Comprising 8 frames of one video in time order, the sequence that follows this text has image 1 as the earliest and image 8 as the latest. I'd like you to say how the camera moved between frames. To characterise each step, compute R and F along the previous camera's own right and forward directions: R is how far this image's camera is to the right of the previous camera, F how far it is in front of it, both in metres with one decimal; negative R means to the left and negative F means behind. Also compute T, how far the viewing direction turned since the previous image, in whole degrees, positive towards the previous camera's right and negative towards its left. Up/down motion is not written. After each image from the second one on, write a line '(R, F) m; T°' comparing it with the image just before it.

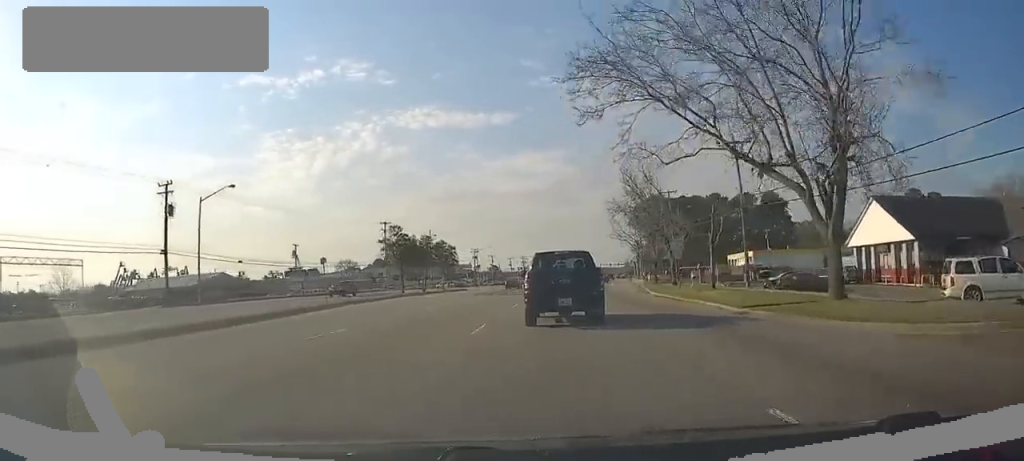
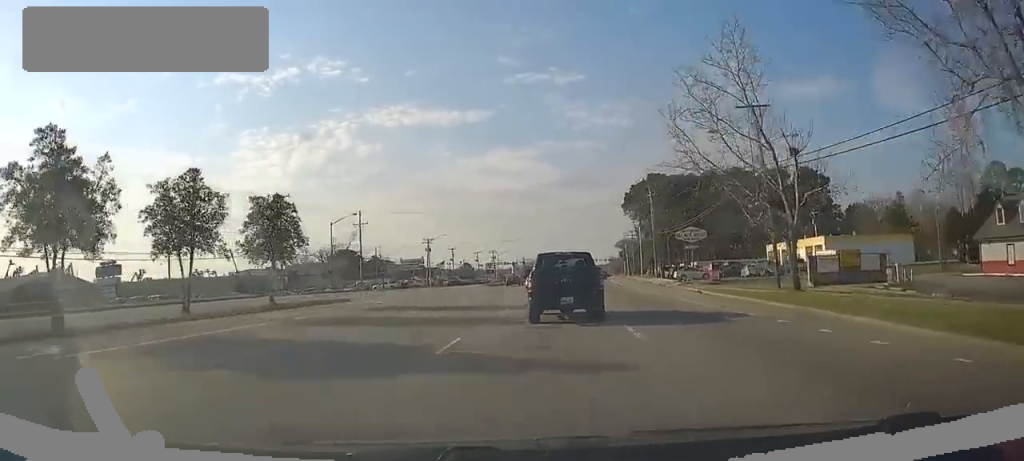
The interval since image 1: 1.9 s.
(0.0, +39.7) m; +2°
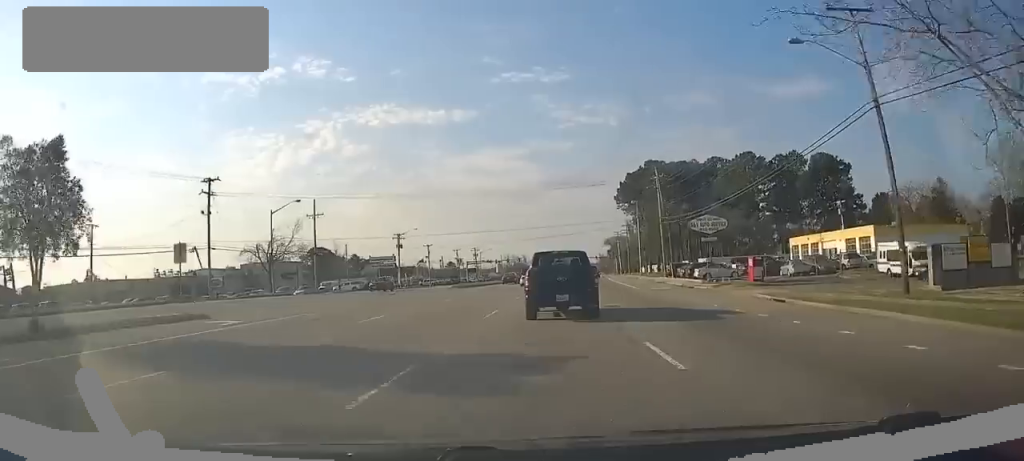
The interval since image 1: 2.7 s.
(+0.5, +16.0) m; +2°
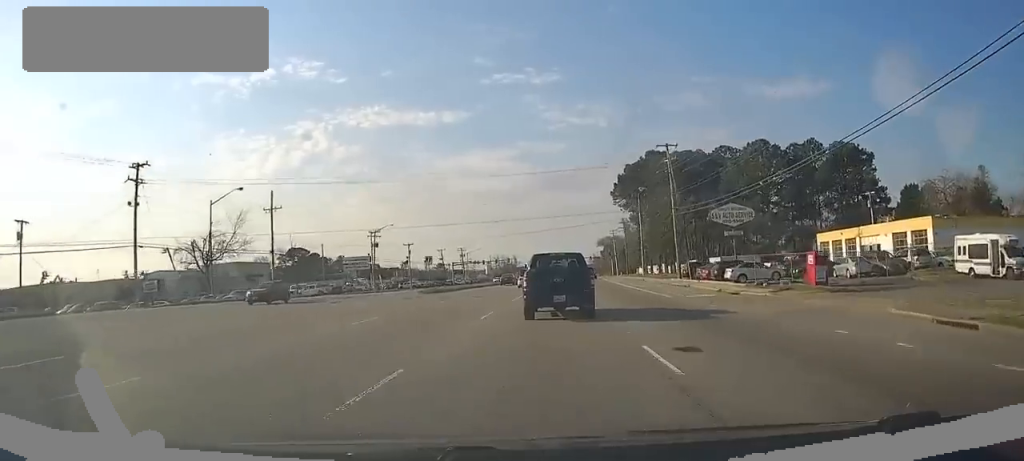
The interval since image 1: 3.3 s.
(+0.2, +12.5) m; +1°
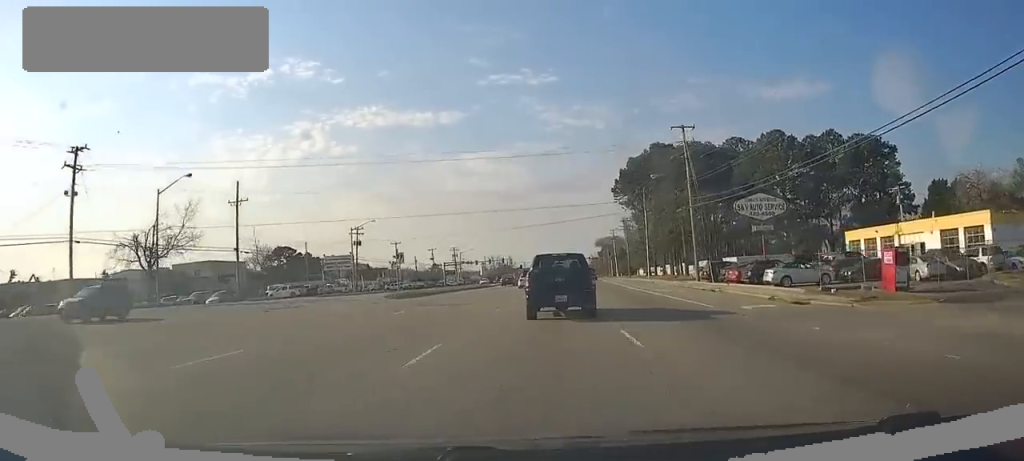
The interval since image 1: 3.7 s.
(+0.2, +9.0) m; 0°
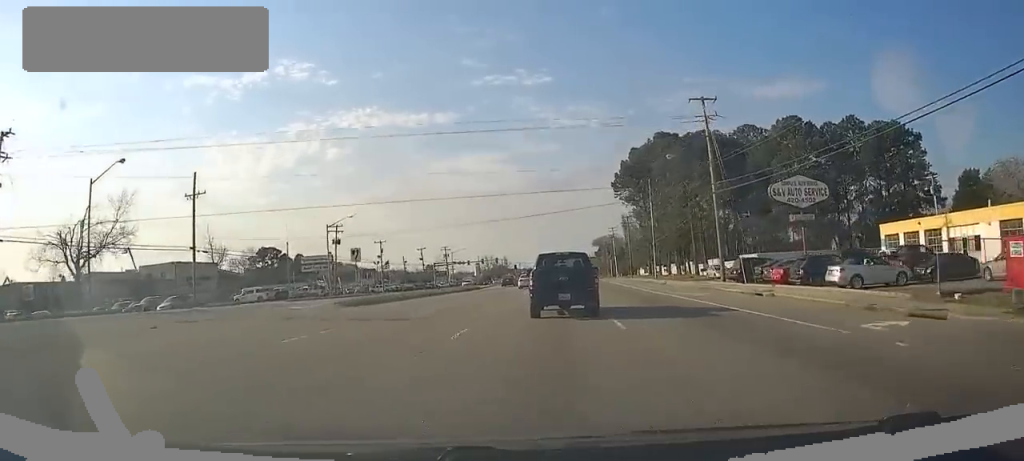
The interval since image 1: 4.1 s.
(0.0, +9.0) m; 0°
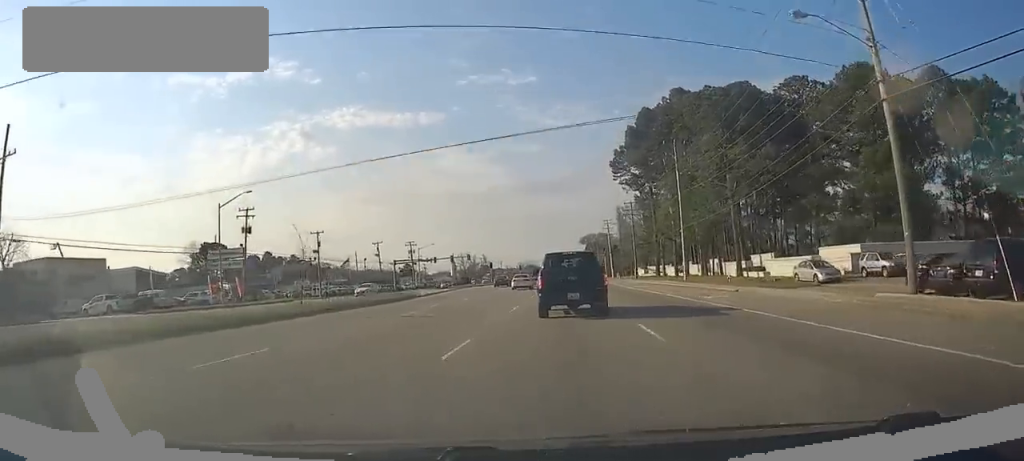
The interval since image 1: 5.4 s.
(-0.3, +26.6) m; 0°
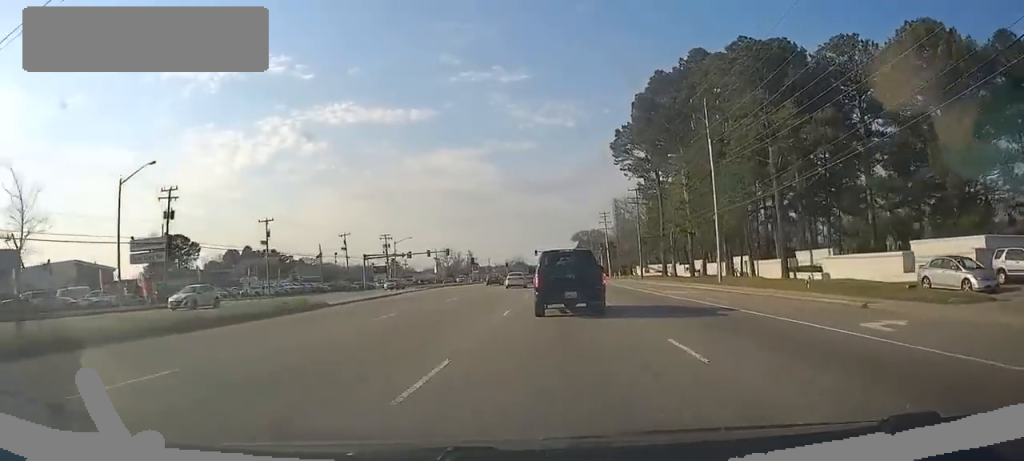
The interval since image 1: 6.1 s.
(-0.1, +15.3) m; +2°
